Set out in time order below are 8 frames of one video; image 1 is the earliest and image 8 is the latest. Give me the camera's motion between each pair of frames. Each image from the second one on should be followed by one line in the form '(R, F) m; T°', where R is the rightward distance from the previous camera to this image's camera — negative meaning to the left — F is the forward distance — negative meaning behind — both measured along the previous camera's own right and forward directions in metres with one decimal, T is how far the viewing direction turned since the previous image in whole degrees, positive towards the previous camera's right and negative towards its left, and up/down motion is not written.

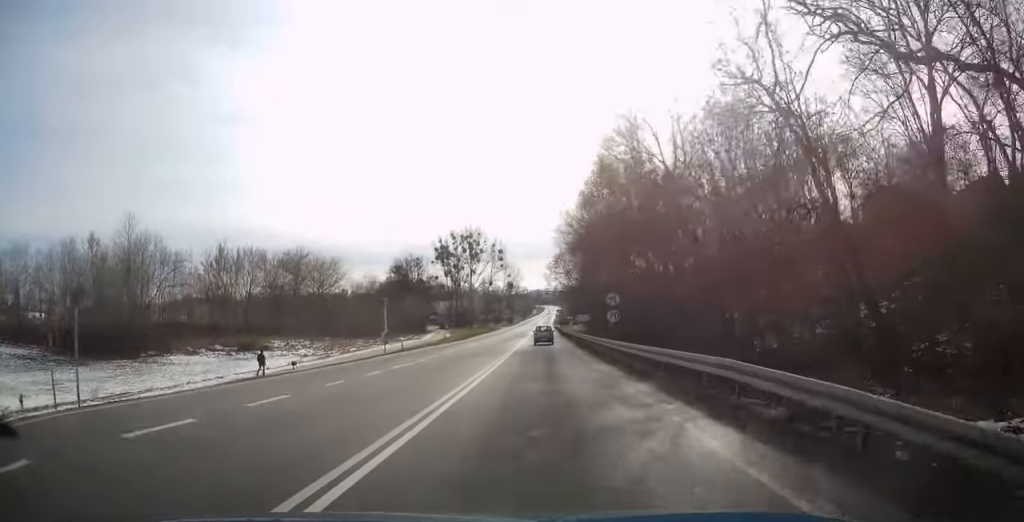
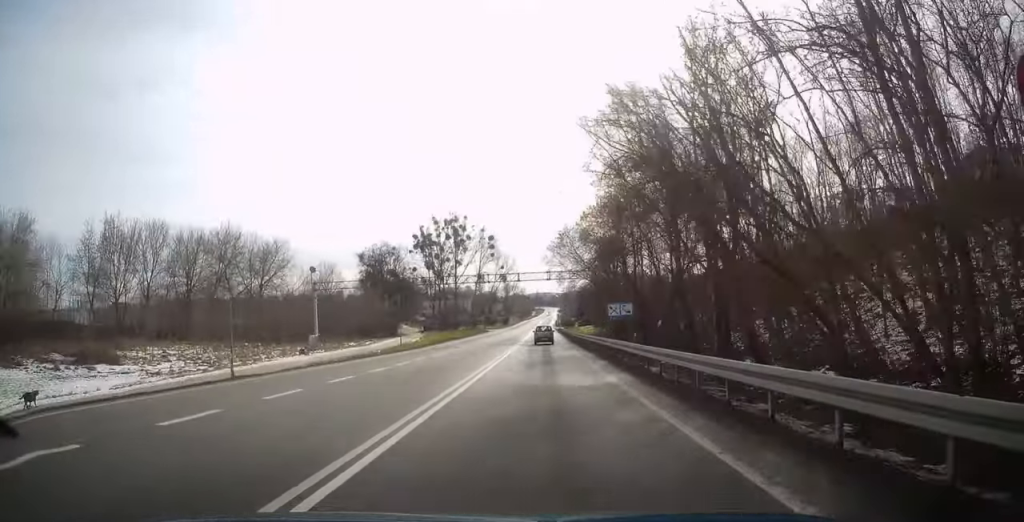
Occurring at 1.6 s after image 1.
(-0.1, +27.4) m; 0°
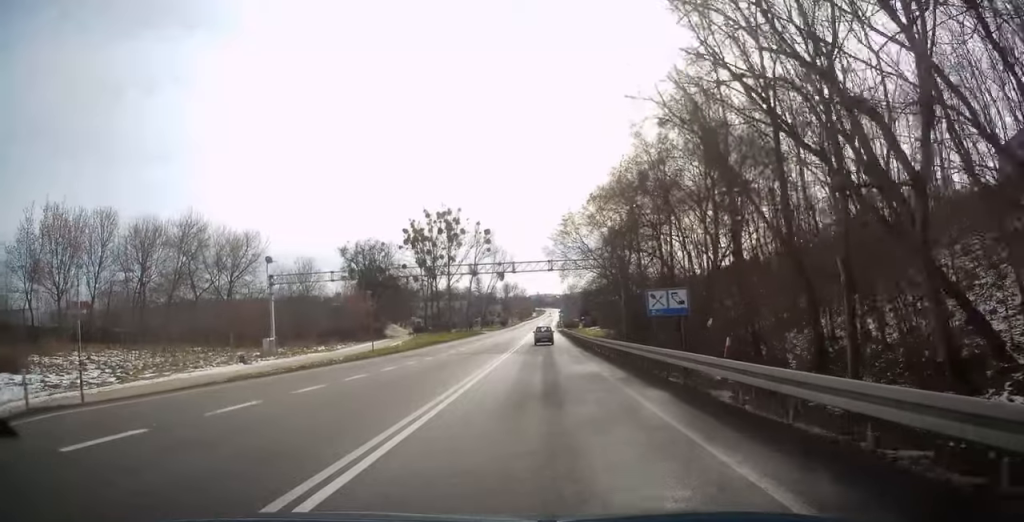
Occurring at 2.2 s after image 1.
(0.0, +10.5) m; 0°
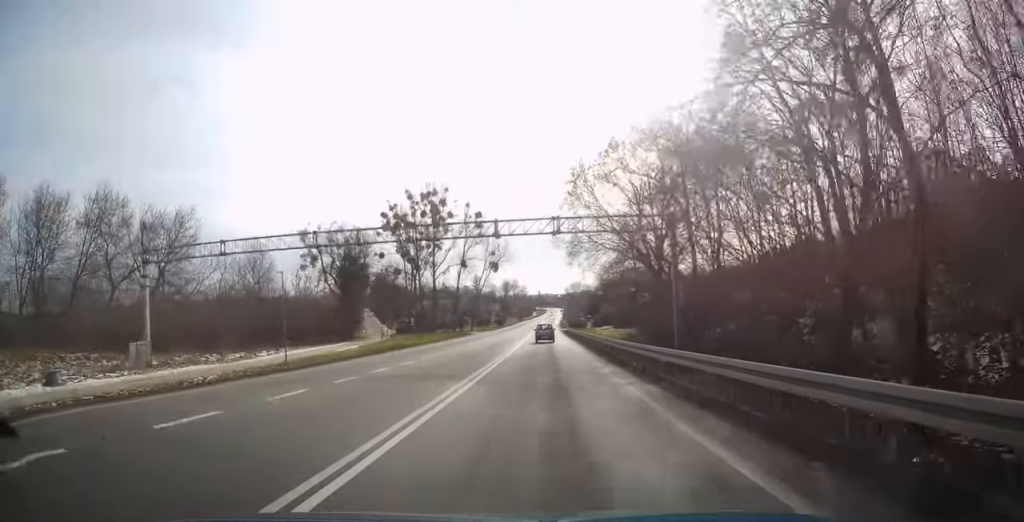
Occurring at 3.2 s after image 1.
(+0.1, +18.2) m; 0°
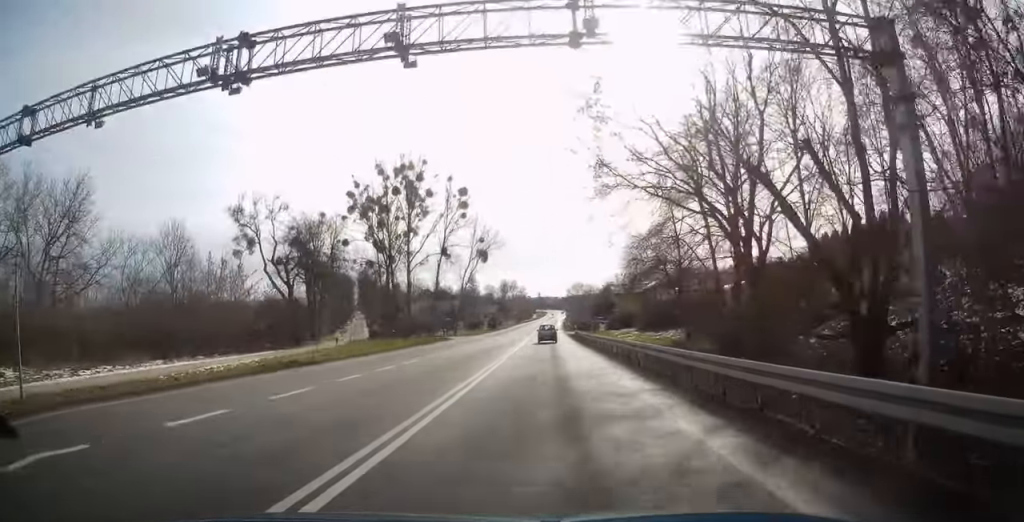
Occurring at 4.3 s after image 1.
(-0.1, +20.1) m; 0°
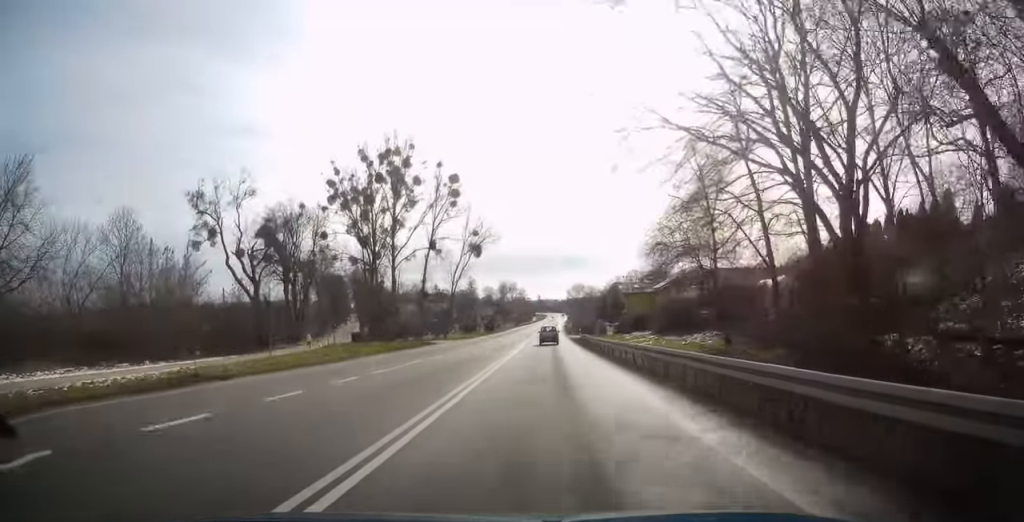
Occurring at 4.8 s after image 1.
(0.0, +8.9) m; 0°
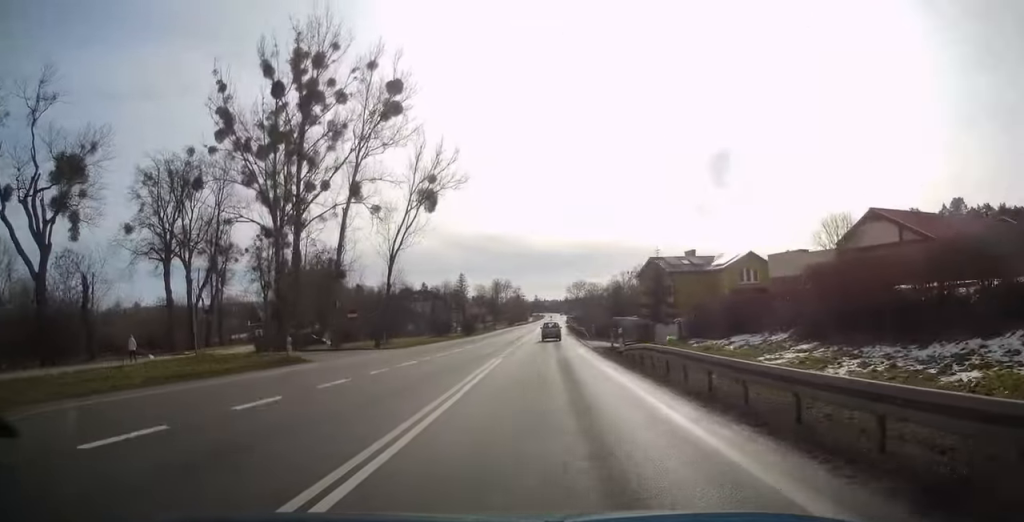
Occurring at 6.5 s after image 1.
(0.0, +30.6) m; 0°
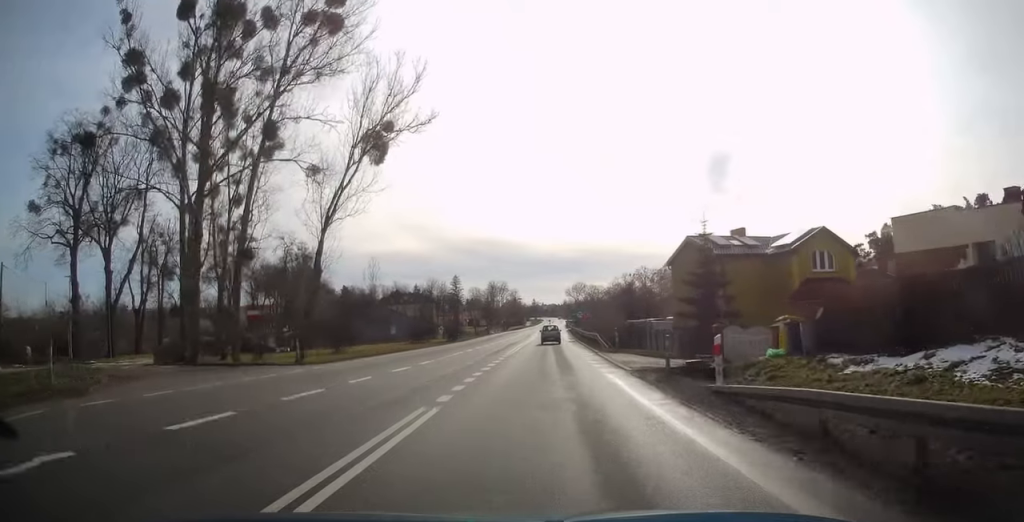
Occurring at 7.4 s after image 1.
(0.0, +14.8) m; 0°
